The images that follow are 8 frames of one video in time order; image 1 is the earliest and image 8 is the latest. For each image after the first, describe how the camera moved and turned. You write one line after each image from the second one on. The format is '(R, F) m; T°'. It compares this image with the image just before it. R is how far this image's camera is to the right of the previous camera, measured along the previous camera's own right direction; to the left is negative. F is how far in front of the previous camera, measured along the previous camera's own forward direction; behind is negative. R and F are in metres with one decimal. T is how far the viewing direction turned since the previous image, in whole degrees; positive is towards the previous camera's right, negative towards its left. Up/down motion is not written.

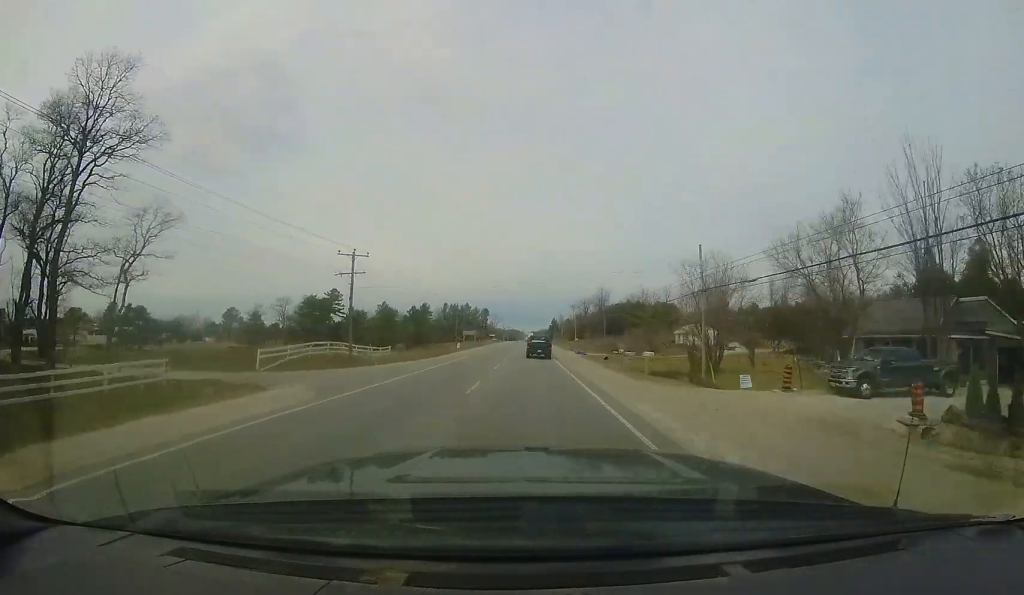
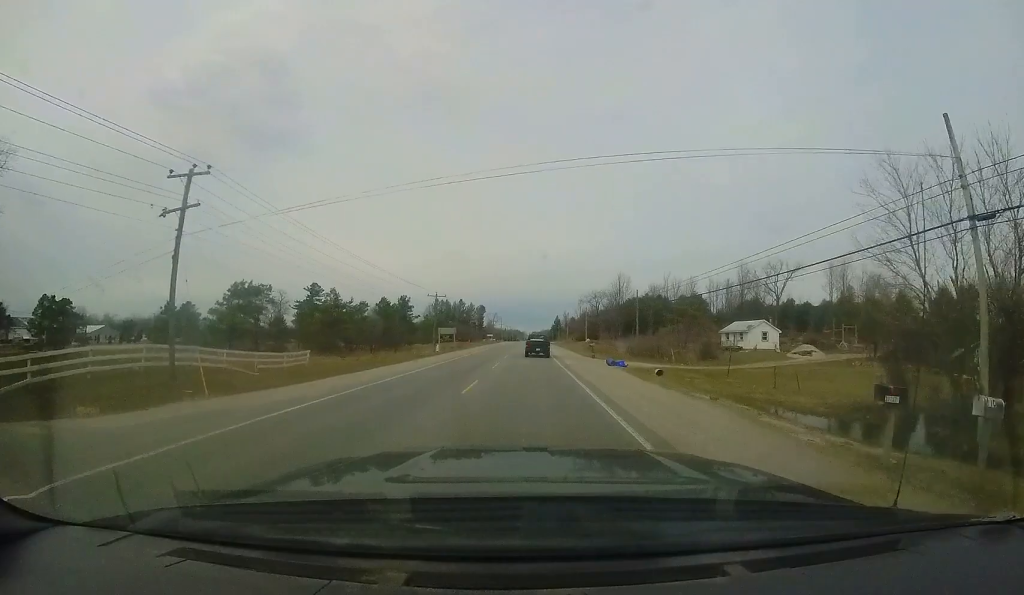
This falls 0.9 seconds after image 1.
(0.0, +18.3) m; 0°
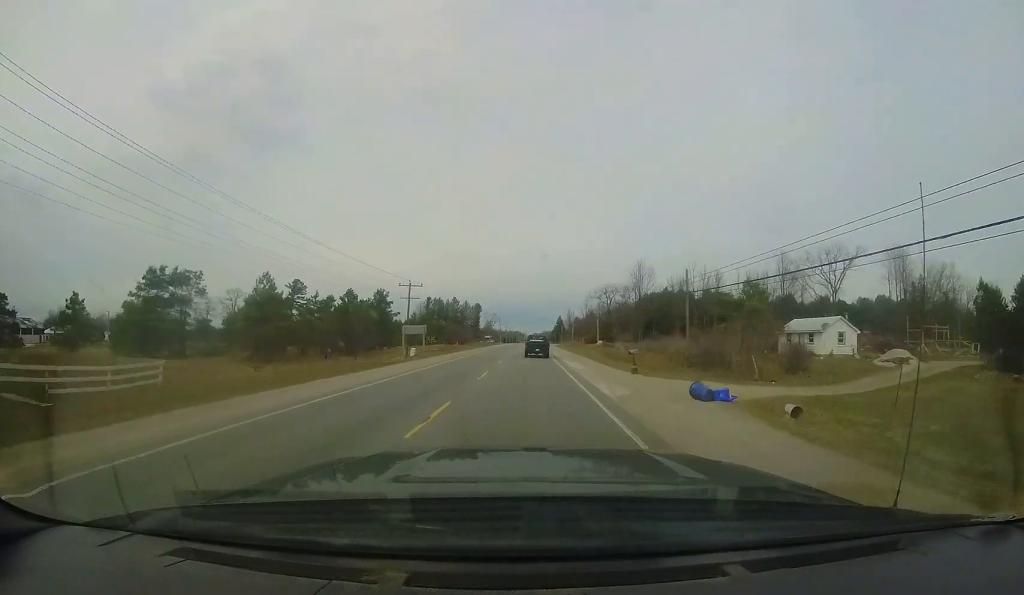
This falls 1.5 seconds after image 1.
(+0.1, +13.9) m; -1°
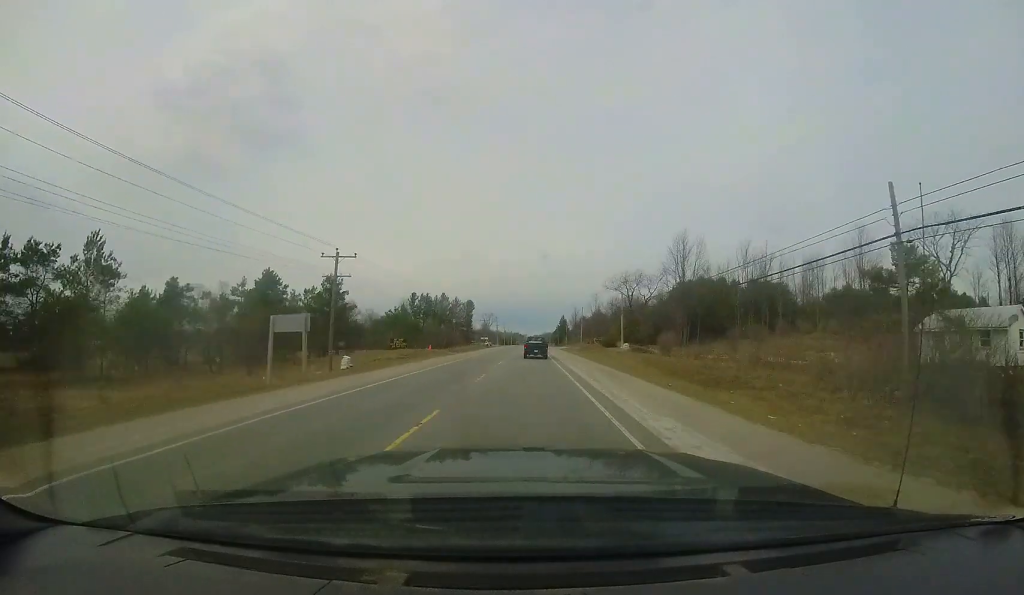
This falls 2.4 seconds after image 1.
(-0.5, +18.2) m; -1°
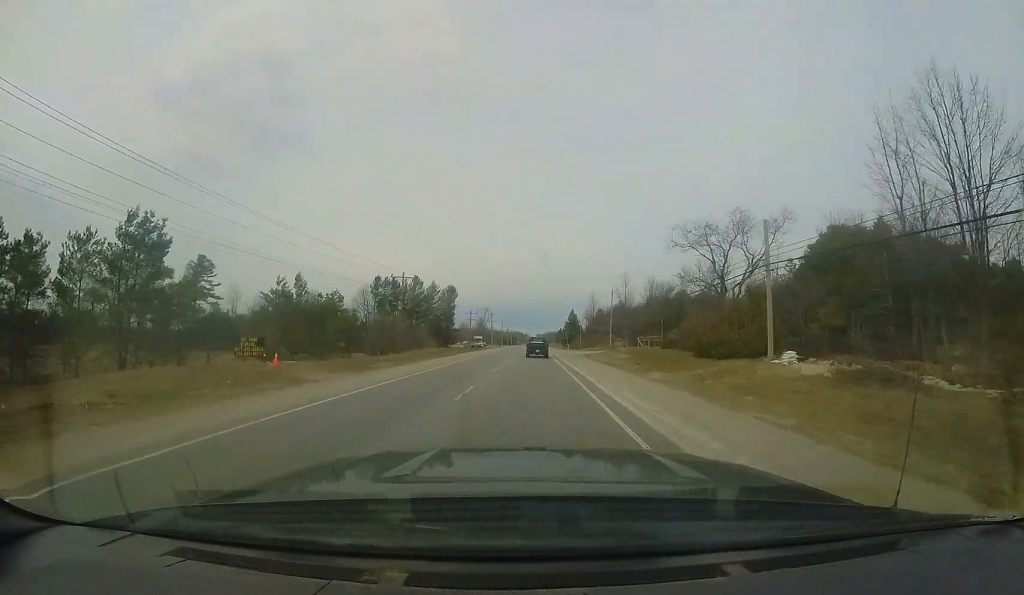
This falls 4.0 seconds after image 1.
(+0.5, +31.1) m; +2°
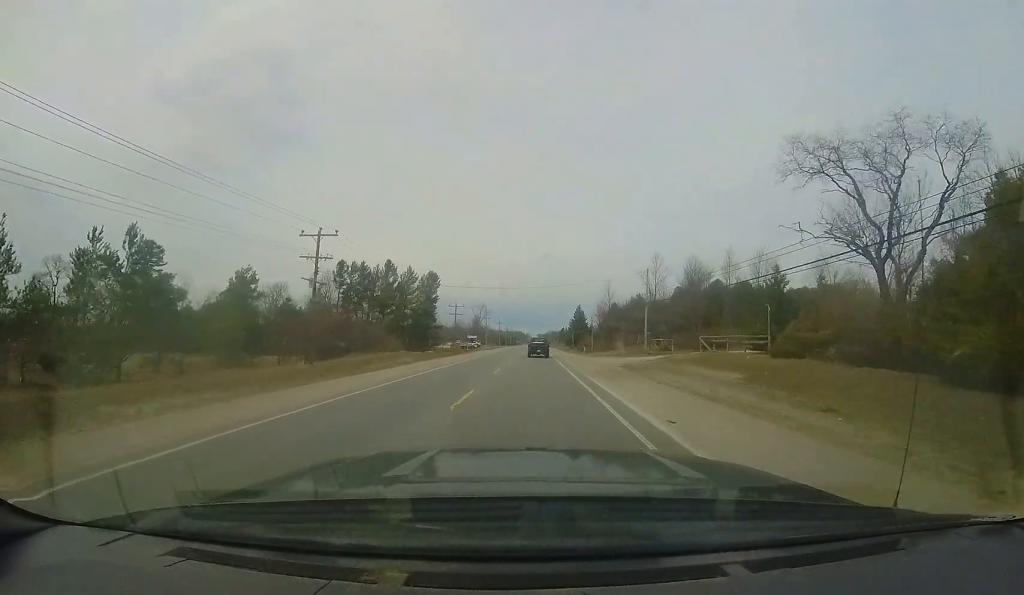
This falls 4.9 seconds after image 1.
(+0.1, +17.9) m; +1°
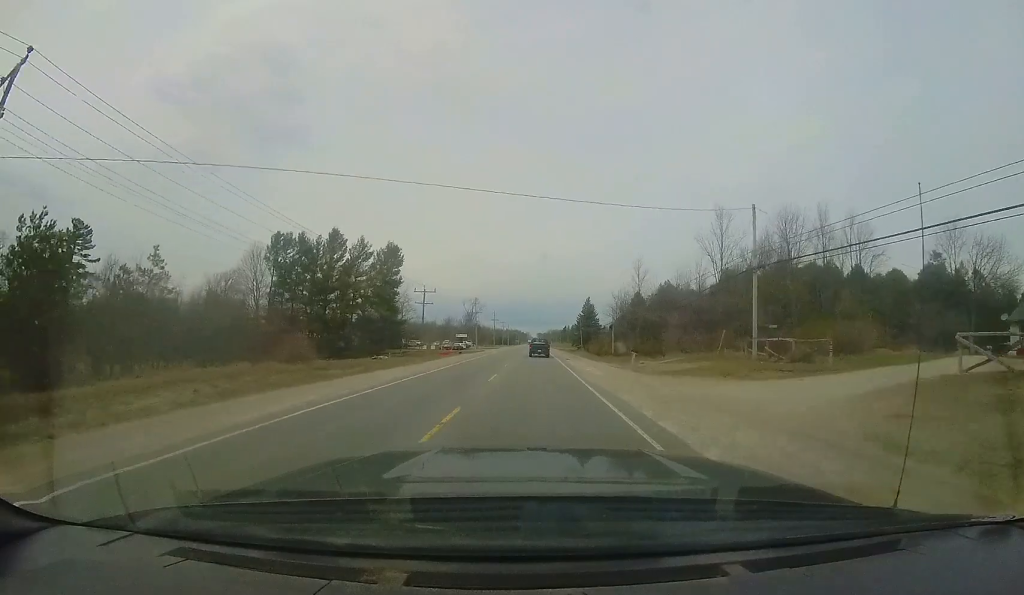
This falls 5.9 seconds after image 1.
(+0.1, +20.7) m; 0°
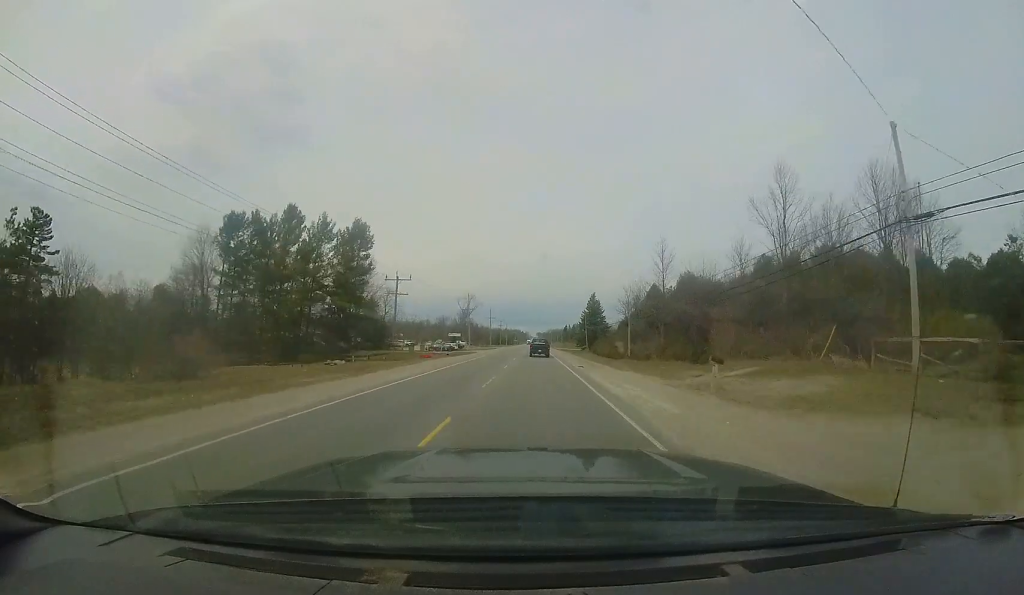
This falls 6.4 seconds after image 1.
(-0.2, +10.1) m; 0°
